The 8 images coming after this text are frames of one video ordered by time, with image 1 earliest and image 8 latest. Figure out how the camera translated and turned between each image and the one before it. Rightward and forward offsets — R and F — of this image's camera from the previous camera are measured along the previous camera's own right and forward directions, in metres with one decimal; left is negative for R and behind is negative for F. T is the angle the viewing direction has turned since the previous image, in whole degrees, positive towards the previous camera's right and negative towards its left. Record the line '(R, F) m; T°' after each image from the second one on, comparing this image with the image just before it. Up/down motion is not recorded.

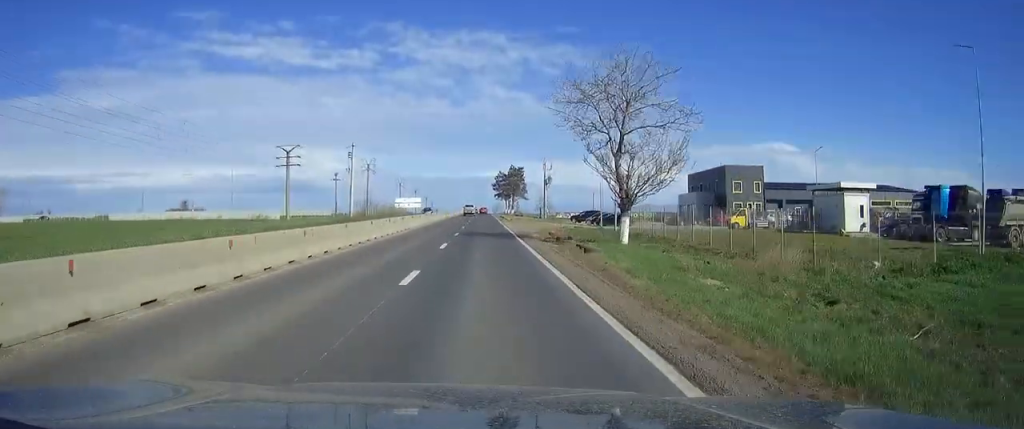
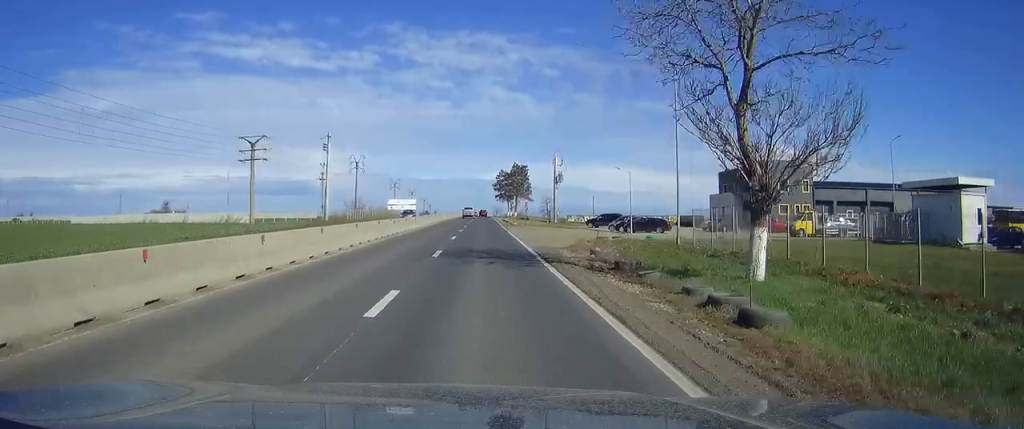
(0.0, +16.0) m; 0°
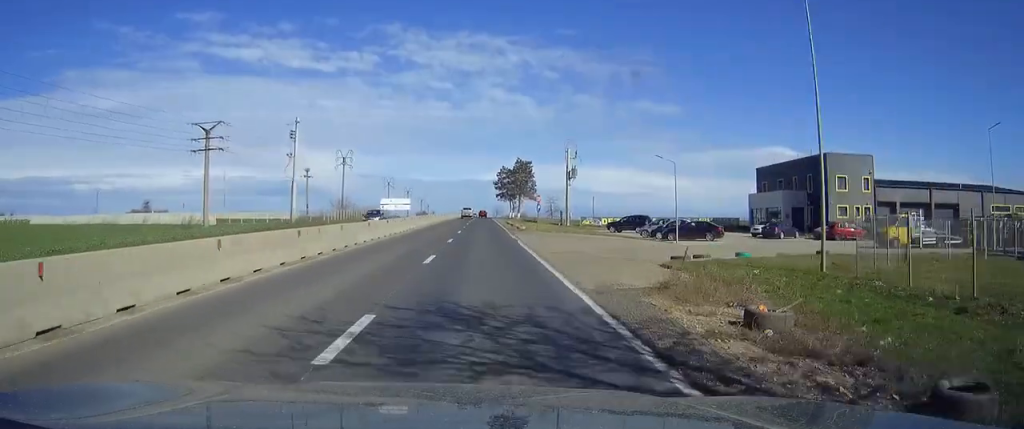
(0.0, +14.9) m; 0°
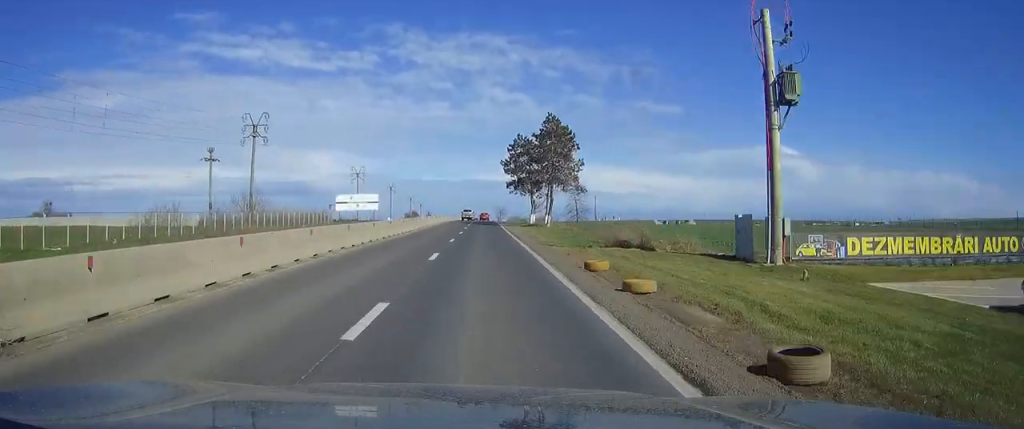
(0.0, +59.1) m; 0°
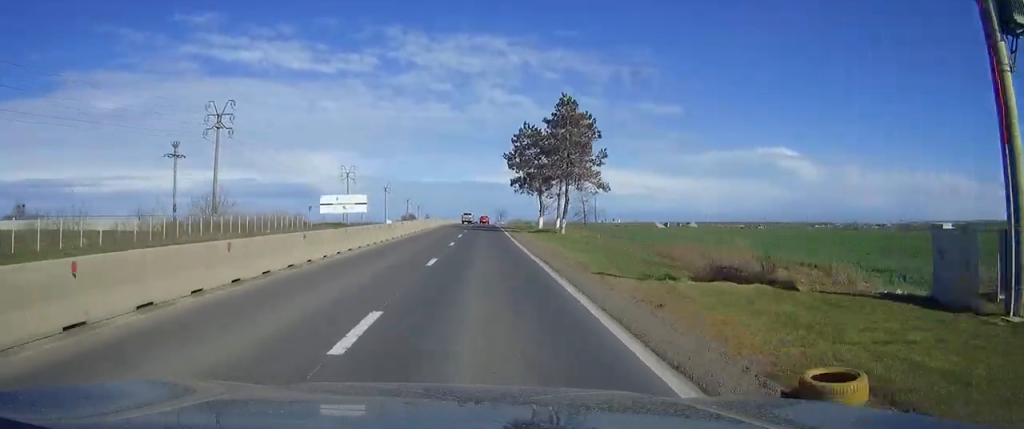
(0.0, +12.7) m; 0°
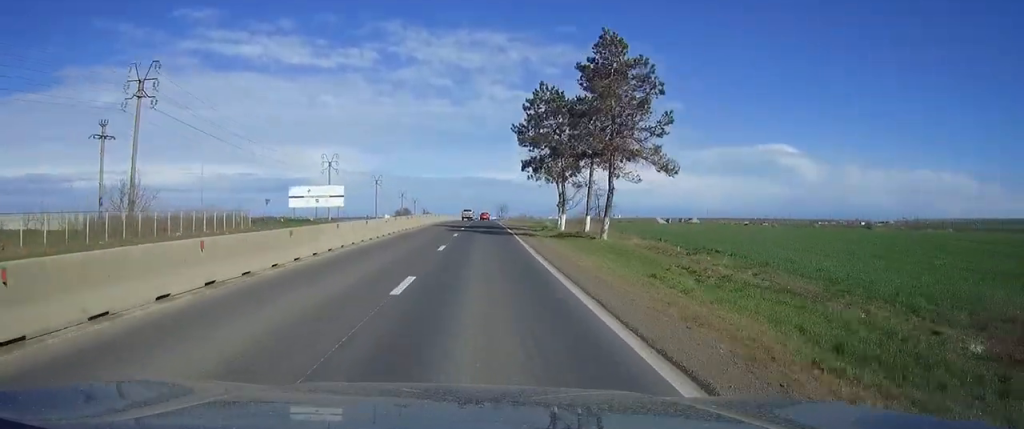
(0.0, +19.5) m; 0°
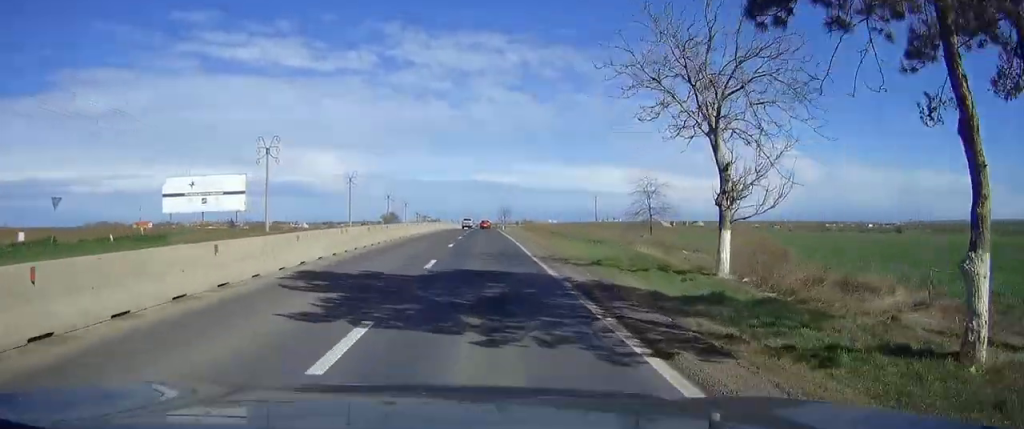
(0.0, +41.6) m; 0°
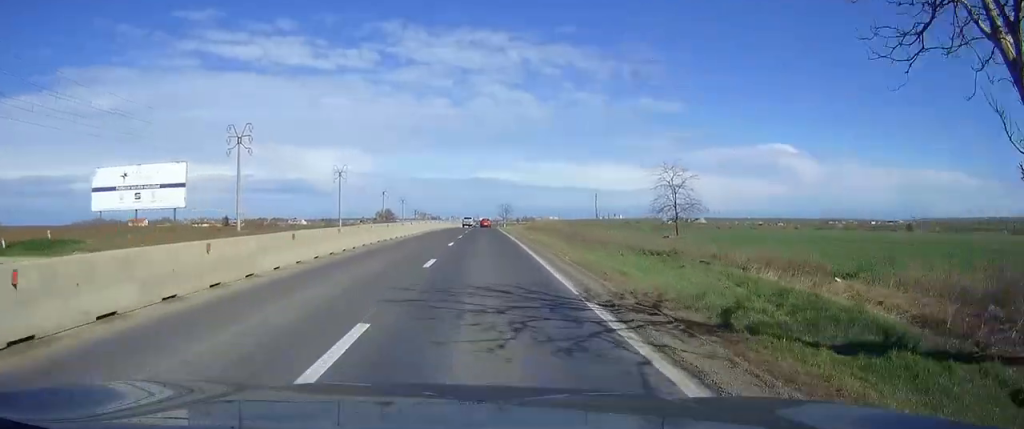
(0.0, +12.5) m; 0°
